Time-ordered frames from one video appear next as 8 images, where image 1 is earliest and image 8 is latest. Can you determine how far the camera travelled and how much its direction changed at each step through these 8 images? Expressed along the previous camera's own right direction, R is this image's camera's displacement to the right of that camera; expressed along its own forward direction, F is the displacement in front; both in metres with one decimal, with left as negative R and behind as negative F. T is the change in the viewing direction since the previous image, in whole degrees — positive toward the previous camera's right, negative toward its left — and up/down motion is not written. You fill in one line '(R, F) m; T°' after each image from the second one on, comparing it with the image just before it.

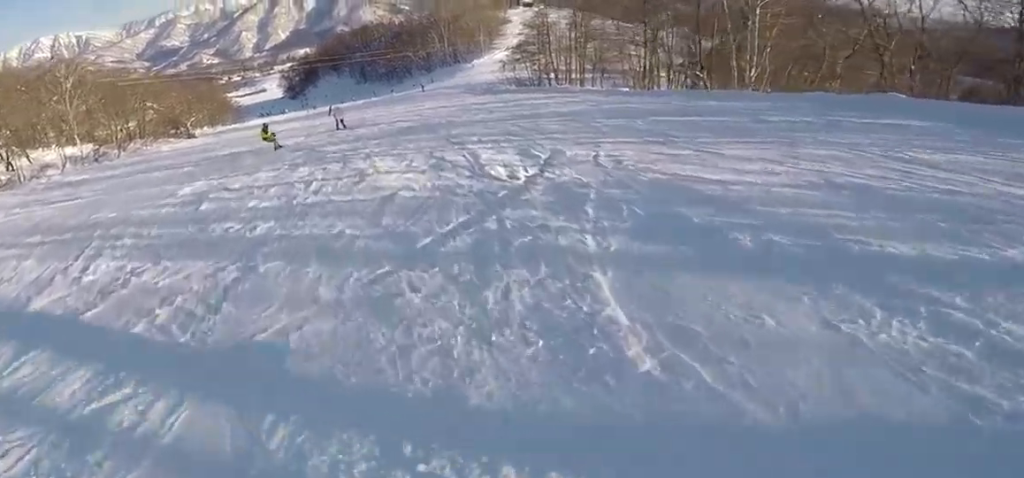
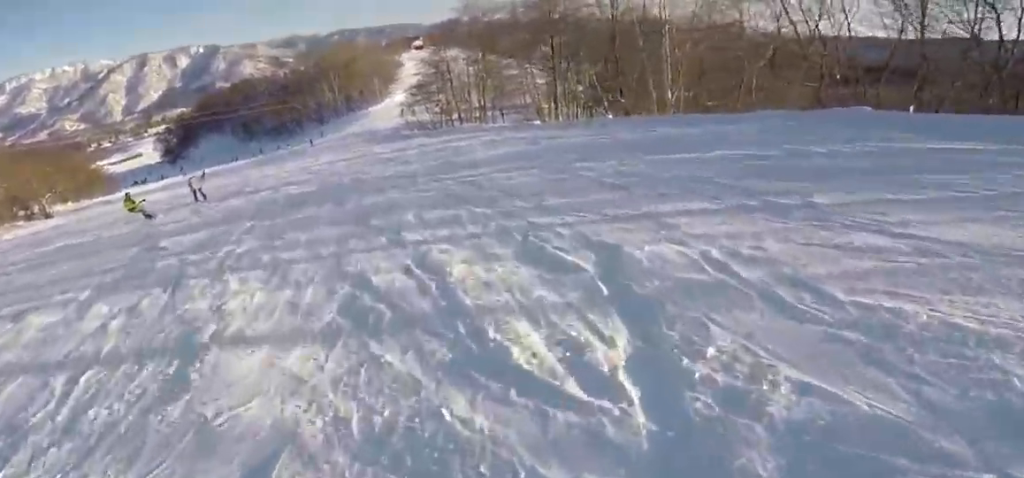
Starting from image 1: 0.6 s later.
(+0.1, +4.6) m; +8°
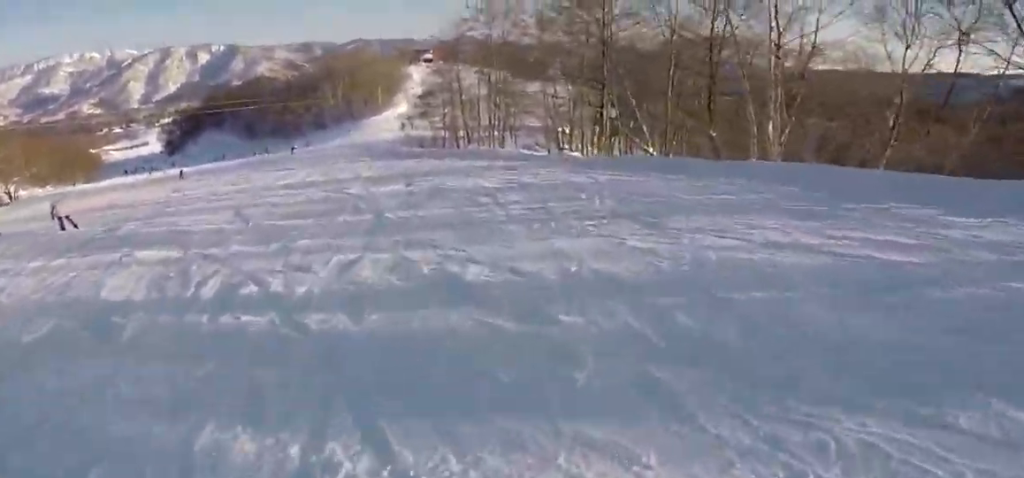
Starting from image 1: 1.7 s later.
(+1.4, +8.3) m; -7°
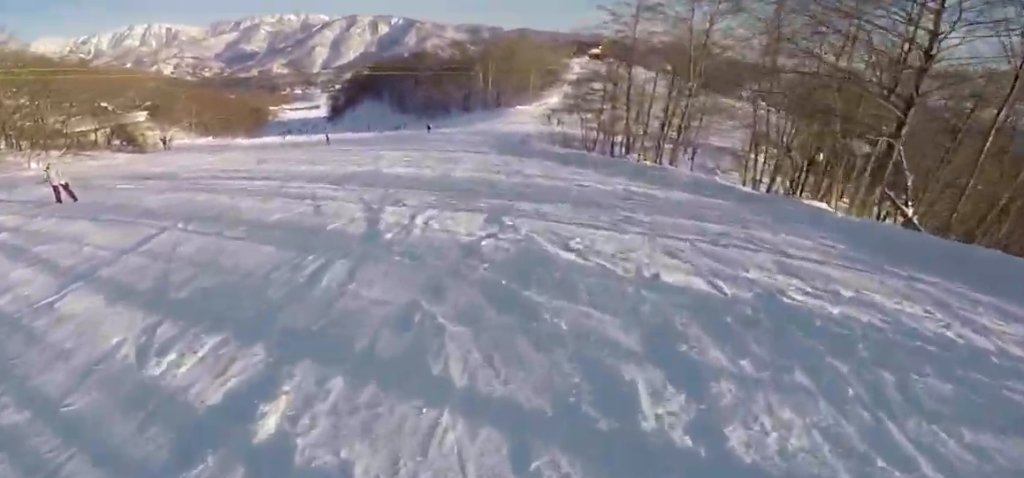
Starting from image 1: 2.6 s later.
(-2.0, +6.3) m; -22°
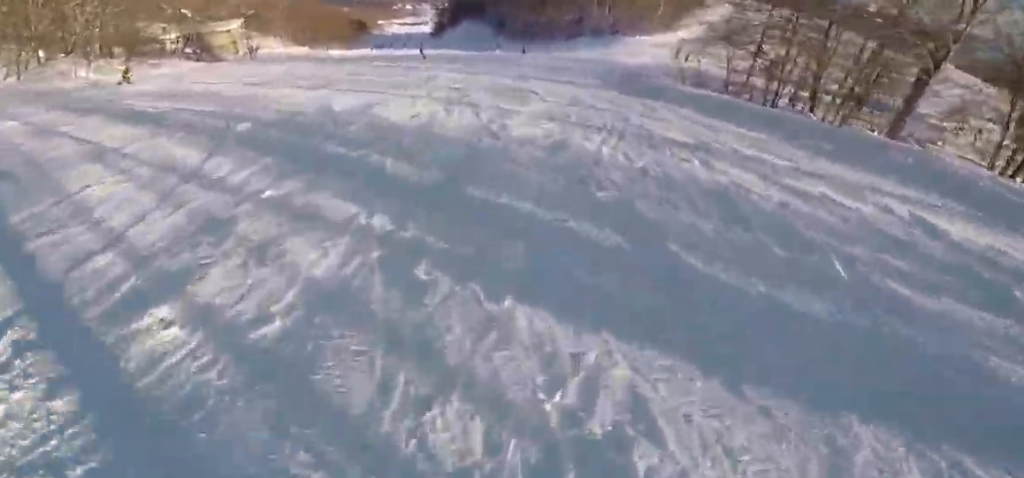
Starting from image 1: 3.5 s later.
(-1.1, +7.1) m; -8°
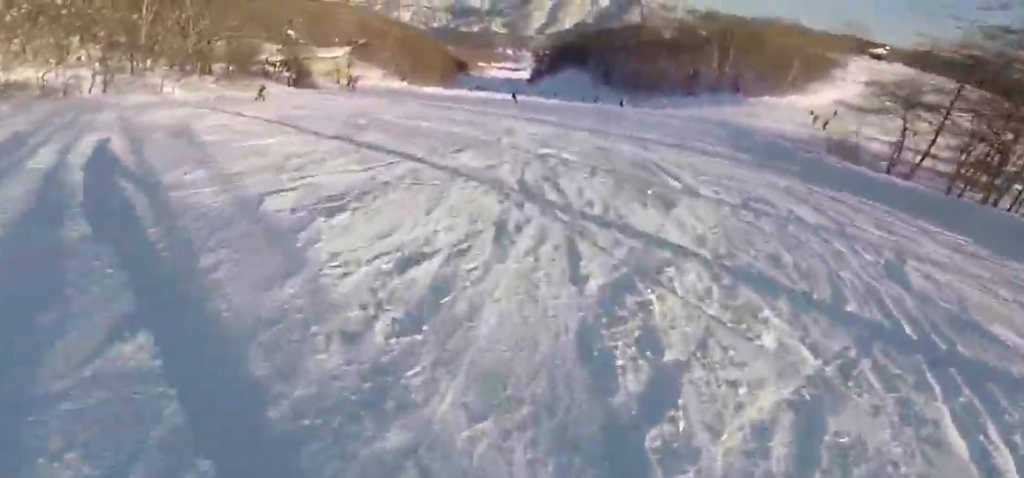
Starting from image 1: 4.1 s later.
(0.0, +4.2) m; 0°
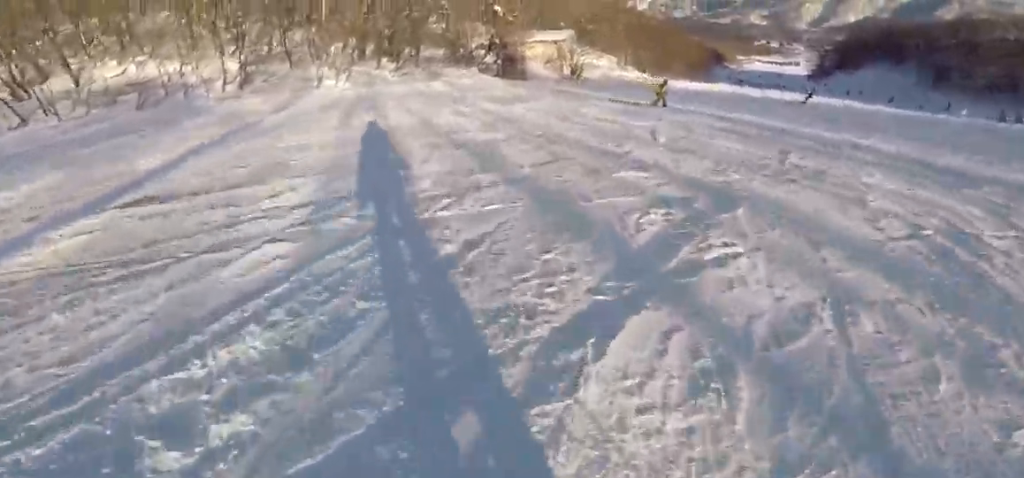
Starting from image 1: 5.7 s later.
(-0.5, +9.8) m; -4°
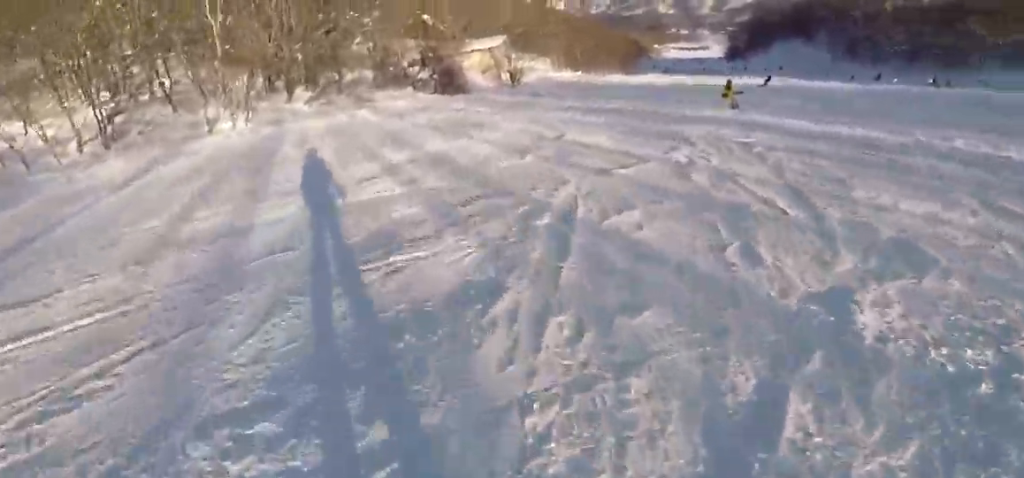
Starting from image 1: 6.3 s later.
(-0.1, +6.7) m; -1°
